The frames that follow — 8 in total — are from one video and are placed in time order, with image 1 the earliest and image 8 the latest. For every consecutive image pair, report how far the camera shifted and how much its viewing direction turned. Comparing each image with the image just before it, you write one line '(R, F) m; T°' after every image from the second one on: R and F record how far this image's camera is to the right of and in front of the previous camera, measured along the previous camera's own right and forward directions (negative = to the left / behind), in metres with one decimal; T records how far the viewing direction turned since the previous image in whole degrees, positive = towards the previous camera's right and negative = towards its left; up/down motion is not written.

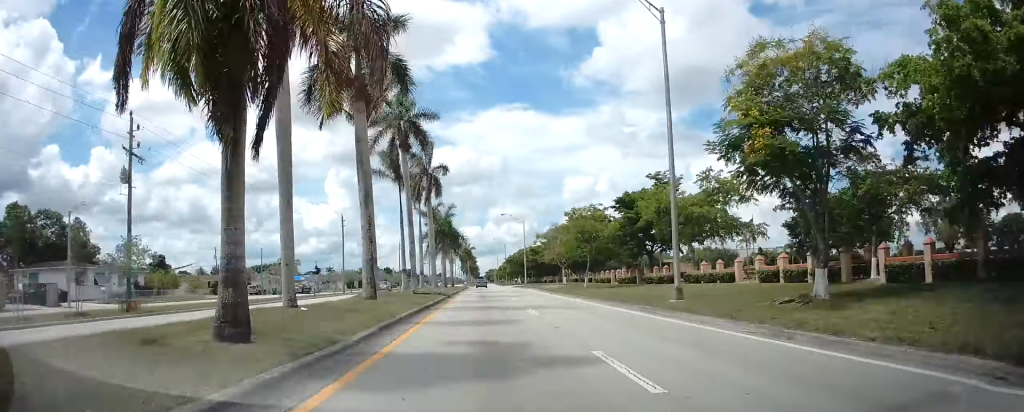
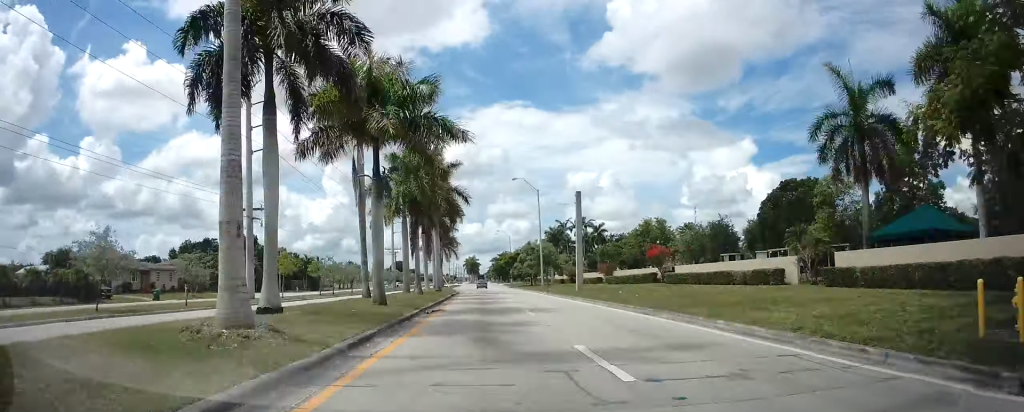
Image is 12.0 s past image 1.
(-0.8, +246.0) m; 0°
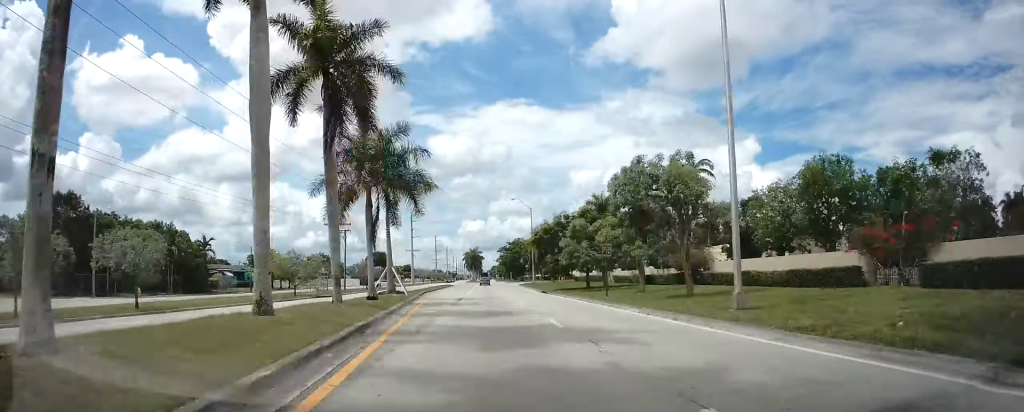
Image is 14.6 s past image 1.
(+0.2, +51.1) m; 0°
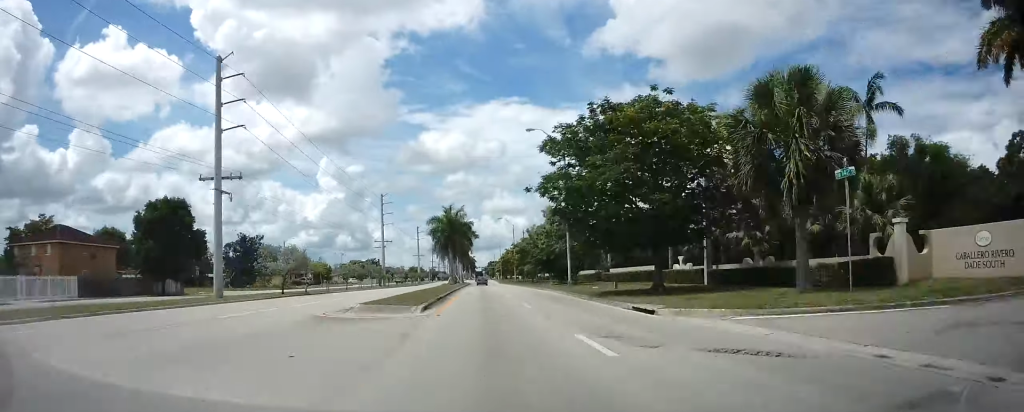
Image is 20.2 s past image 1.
(0.0, +104.7) m; 0°
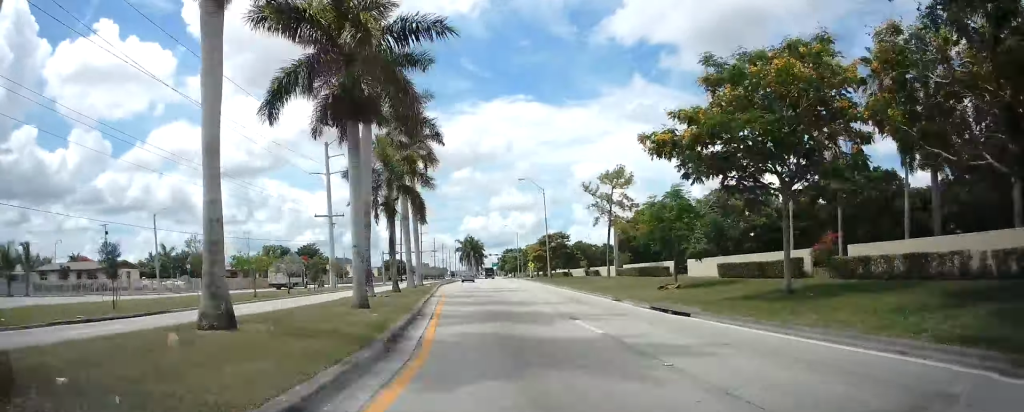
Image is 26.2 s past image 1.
(-0.7, +99.7) m; -9°
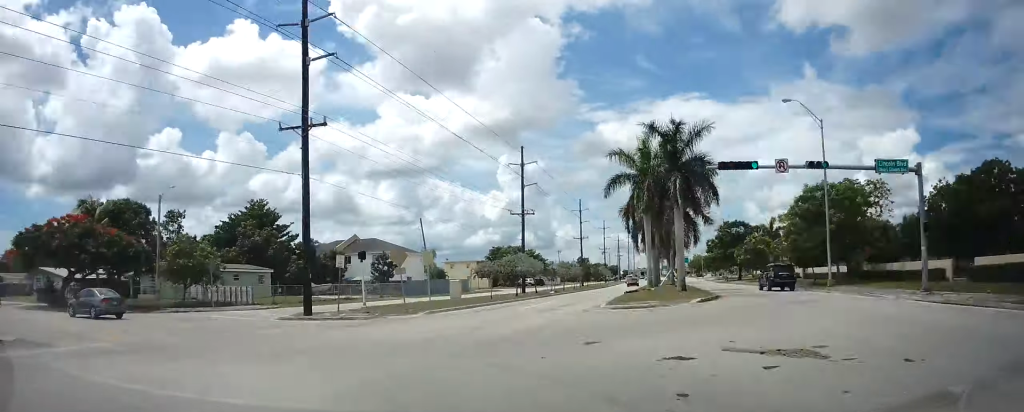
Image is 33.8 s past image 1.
(-21.7, +91.8) m; -46°
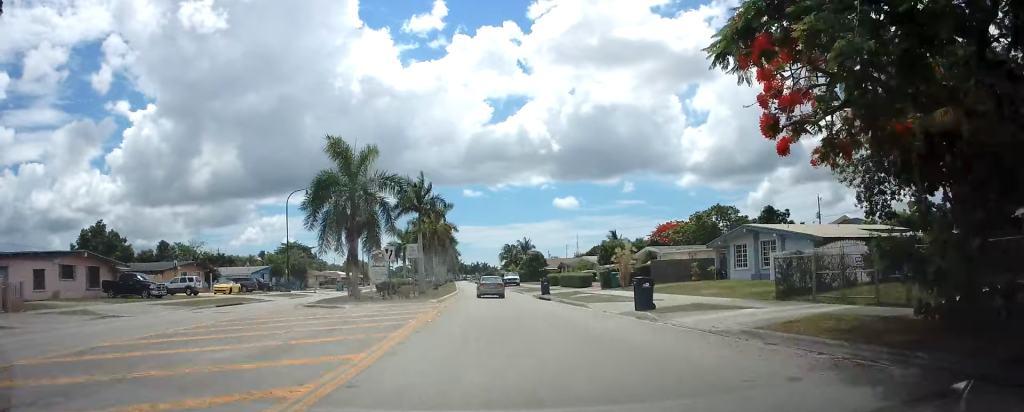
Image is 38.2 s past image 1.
(-18.2, +49.4) m; -22°
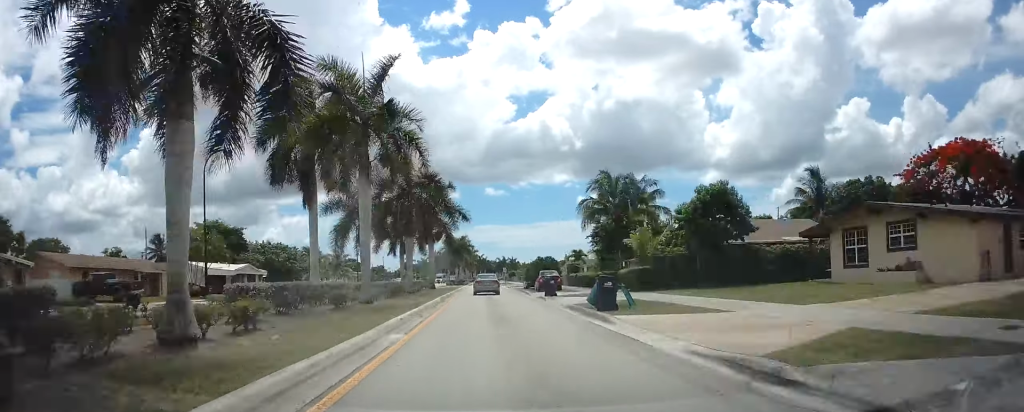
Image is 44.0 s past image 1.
(-15.6, +78.7) m; -11°
